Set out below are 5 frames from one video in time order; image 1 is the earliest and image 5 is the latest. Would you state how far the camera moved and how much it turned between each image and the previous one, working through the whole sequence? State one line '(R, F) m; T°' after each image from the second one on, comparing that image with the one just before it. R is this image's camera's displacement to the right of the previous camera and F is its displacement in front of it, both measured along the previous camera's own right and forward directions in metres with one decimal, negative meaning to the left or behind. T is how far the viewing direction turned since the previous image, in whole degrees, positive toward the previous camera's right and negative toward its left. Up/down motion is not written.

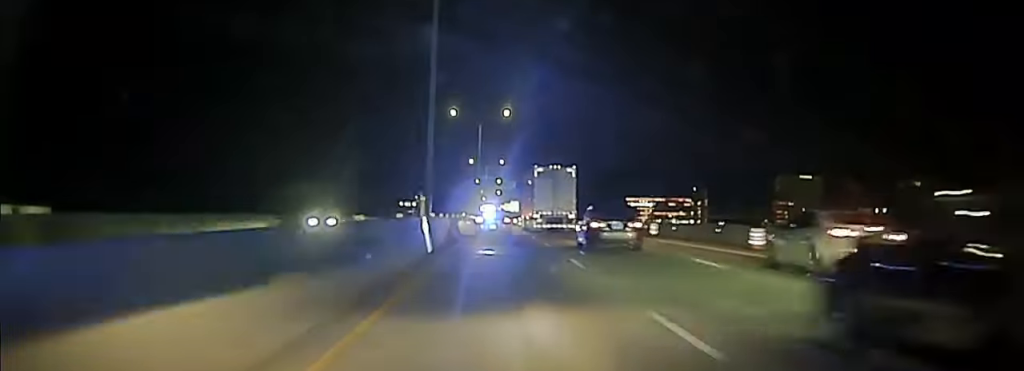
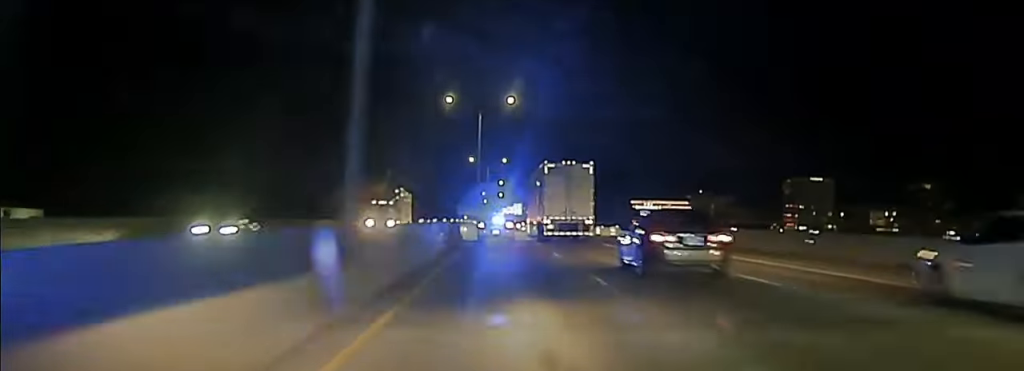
(-0.2, +16.7) m; 0°
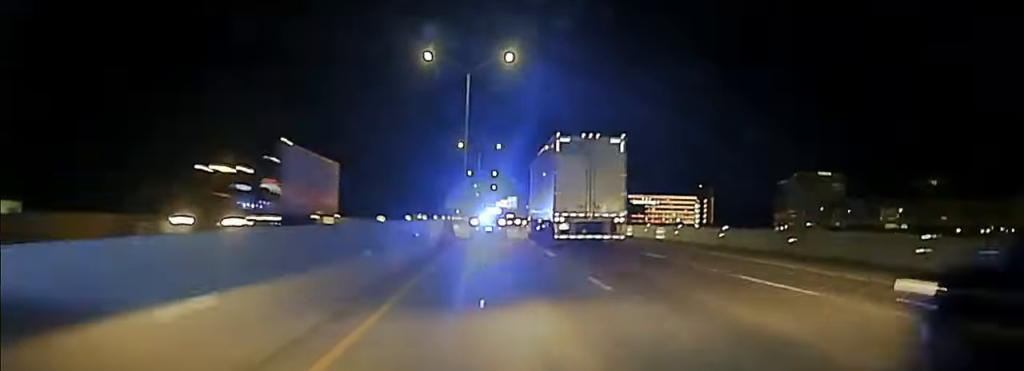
(+0.1, +26.6) m; 0°
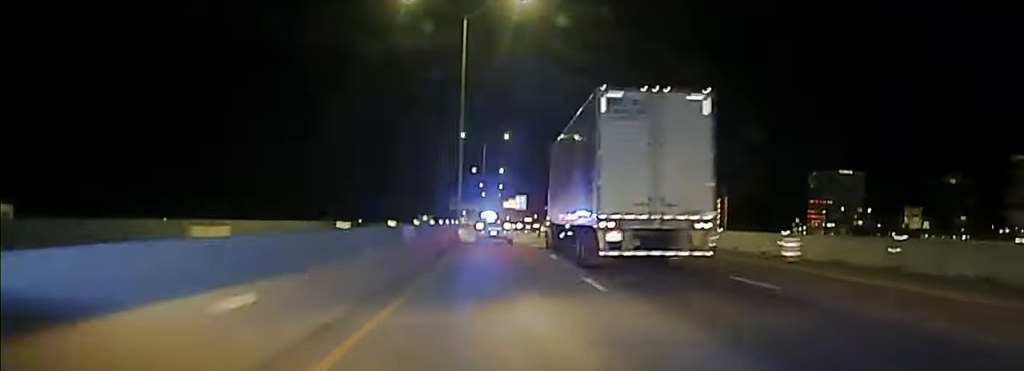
(+0.1, +24.7) m; 0°
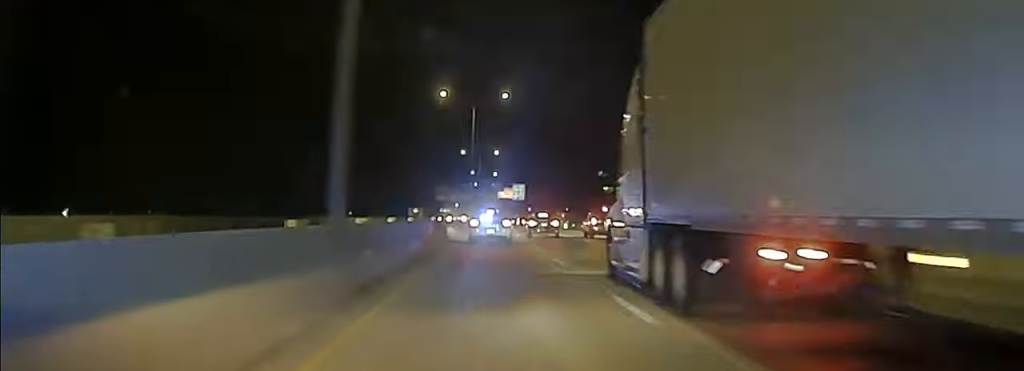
(-0.2, +40.3) m; 0°
